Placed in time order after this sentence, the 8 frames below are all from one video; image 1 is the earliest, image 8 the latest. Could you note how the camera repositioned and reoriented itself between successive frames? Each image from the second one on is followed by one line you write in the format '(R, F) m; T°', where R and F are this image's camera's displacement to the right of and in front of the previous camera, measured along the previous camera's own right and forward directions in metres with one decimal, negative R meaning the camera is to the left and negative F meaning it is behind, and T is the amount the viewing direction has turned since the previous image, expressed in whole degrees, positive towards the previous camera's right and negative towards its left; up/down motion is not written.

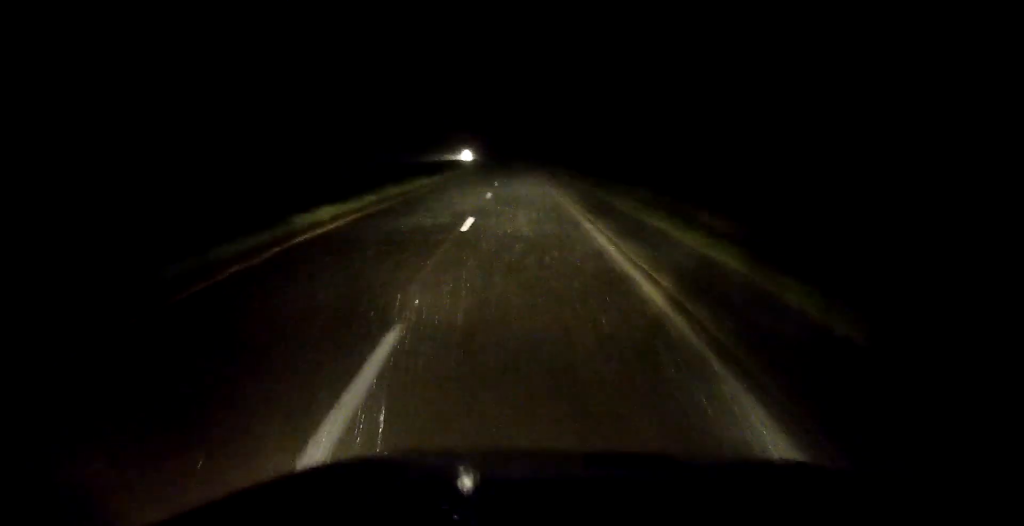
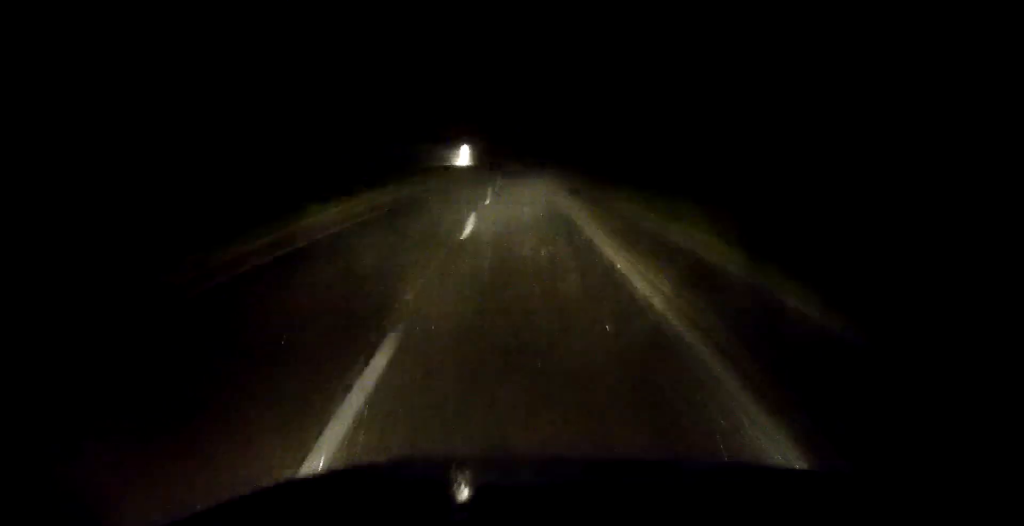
(+0.1, +12.3) m; 0°
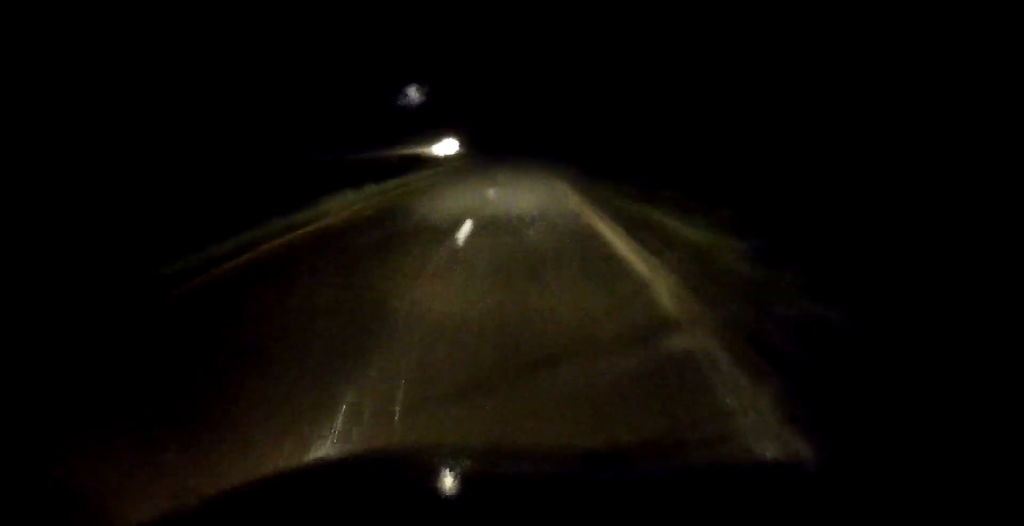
(-0.3, +39.7) m; 0°
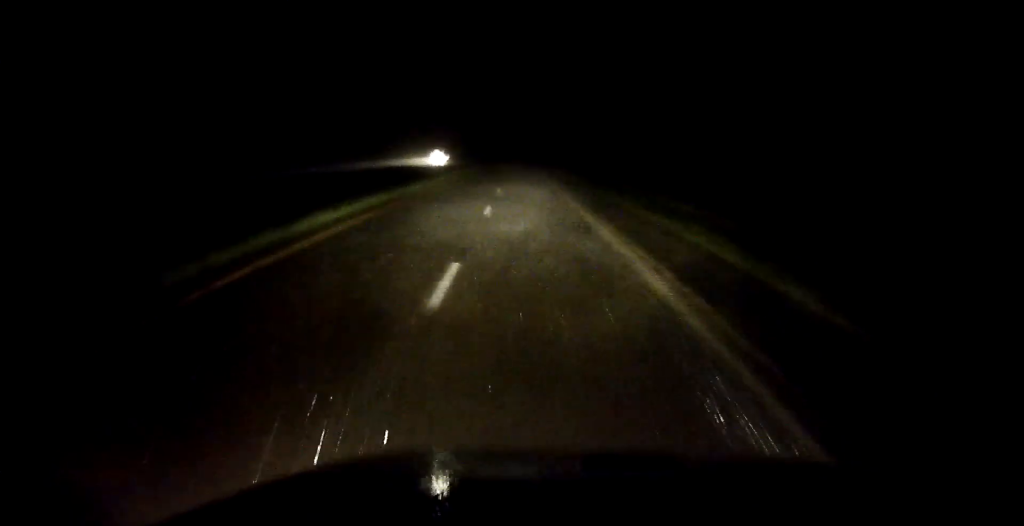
(+0.1, +16.8) m; 0°
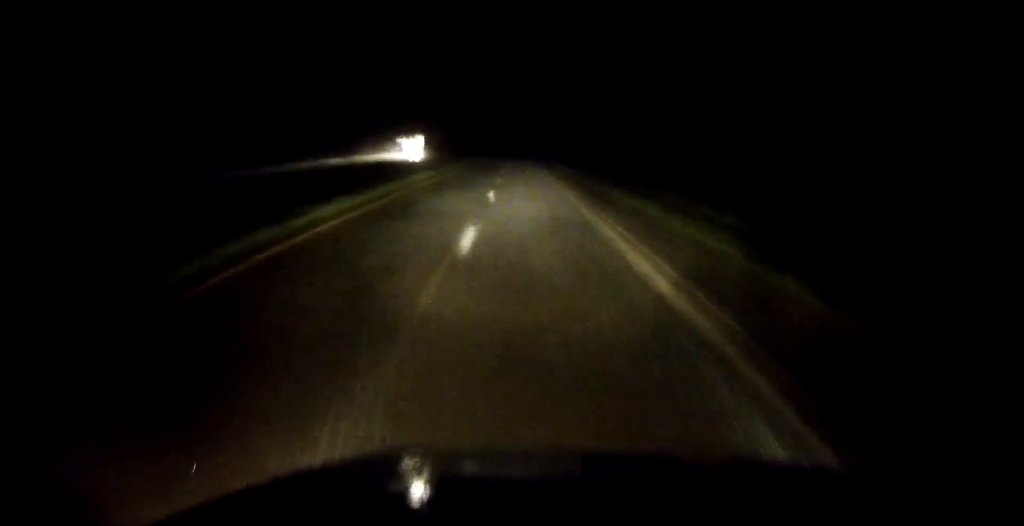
(-0.1, +20.3) m; 0°
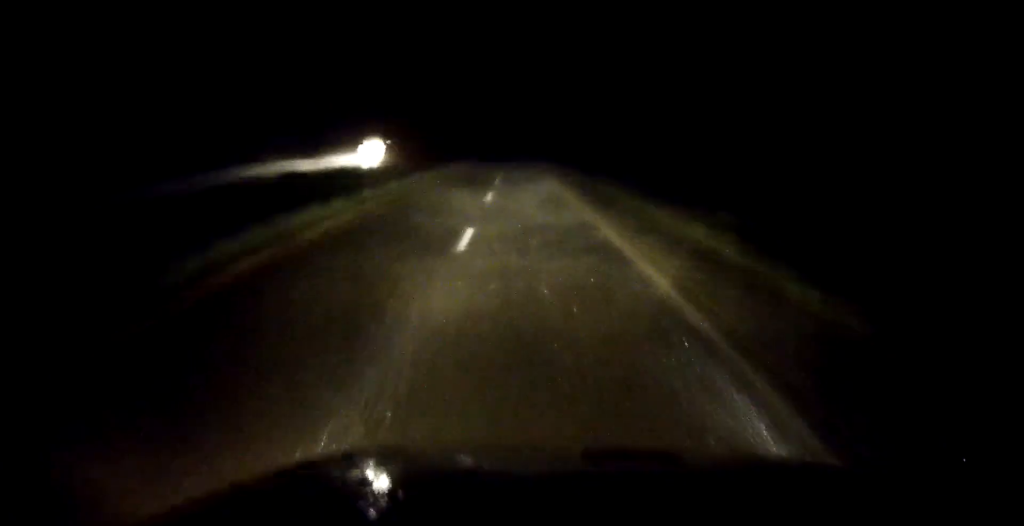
(+0.1, +24.7) m; +1°
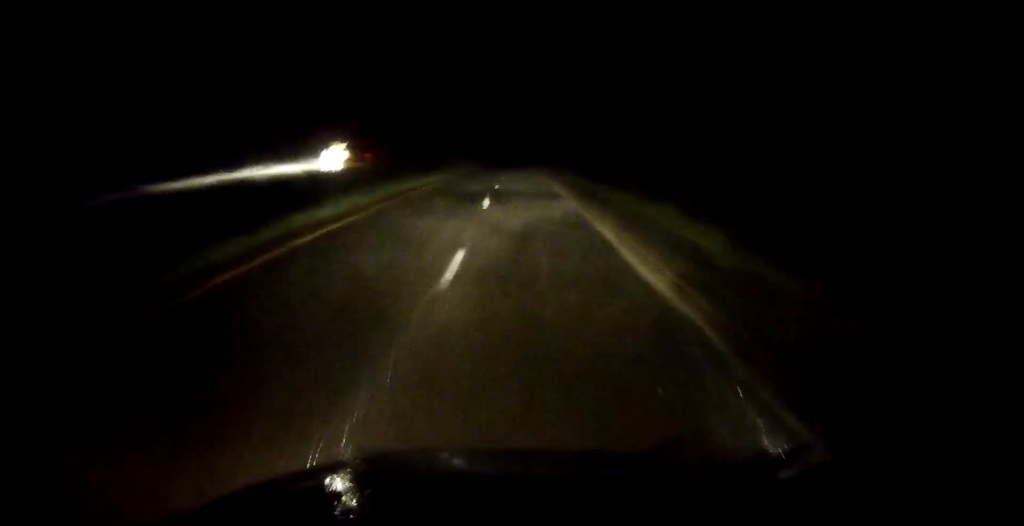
(+0.3, +14.6) m; 0°
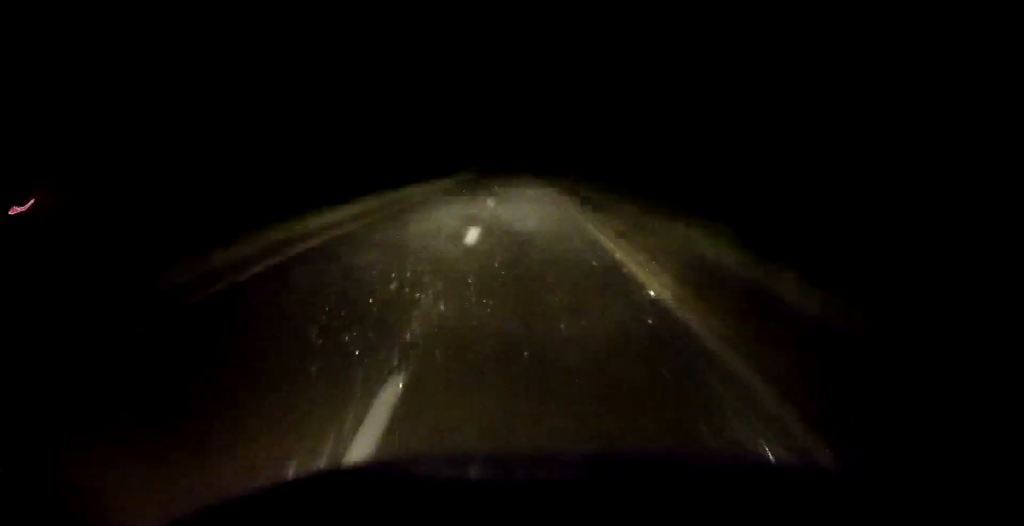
(-0.7, +43.7) m; -1°
